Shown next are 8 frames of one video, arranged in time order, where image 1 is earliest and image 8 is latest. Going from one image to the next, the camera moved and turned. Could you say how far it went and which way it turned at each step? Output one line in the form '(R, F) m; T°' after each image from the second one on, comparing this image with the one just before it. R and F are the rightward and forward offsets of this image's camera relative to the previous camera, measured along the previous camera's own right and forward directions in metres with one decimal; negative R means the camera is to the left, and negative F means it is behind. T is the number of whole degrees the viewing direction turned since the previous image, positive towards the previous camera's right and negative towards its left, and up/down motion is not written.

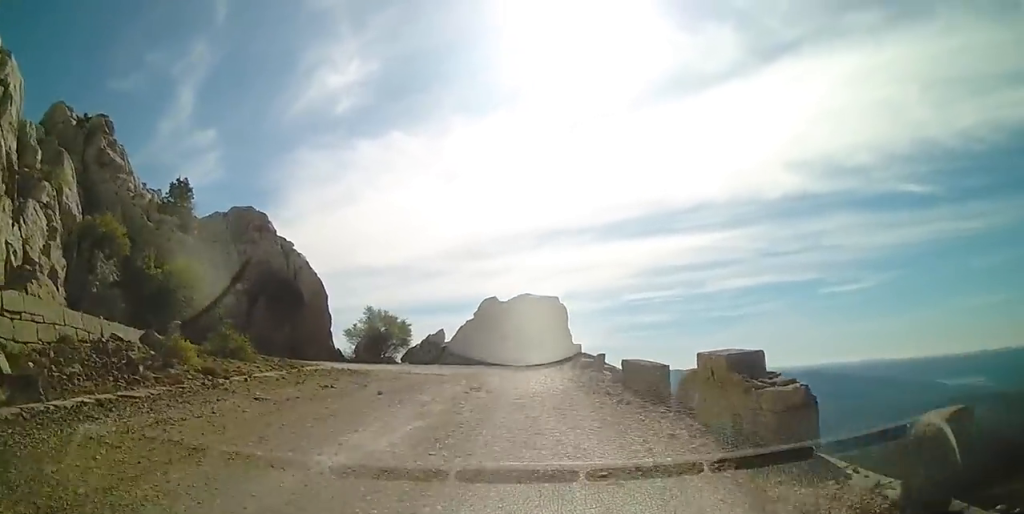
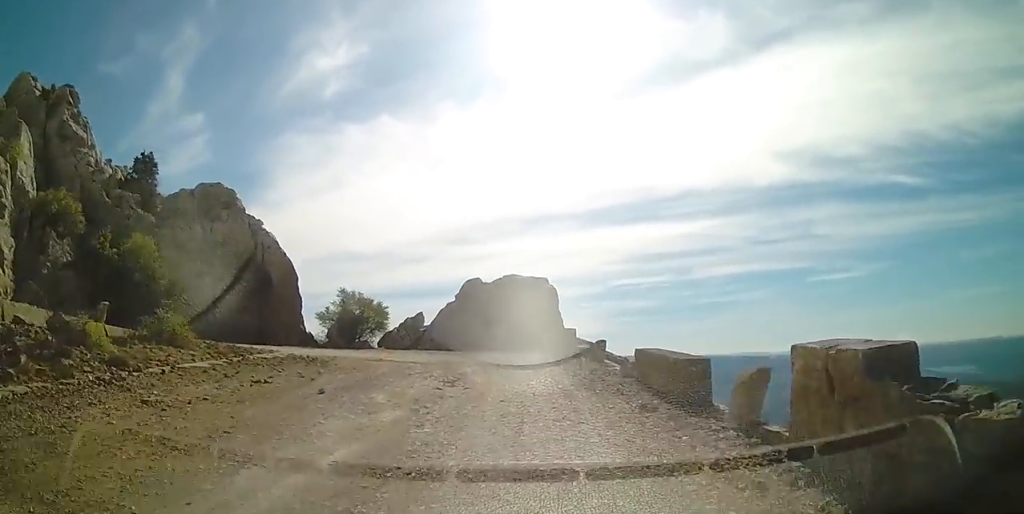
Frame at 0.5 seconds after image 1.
(0.0, +3.0) m; +3°
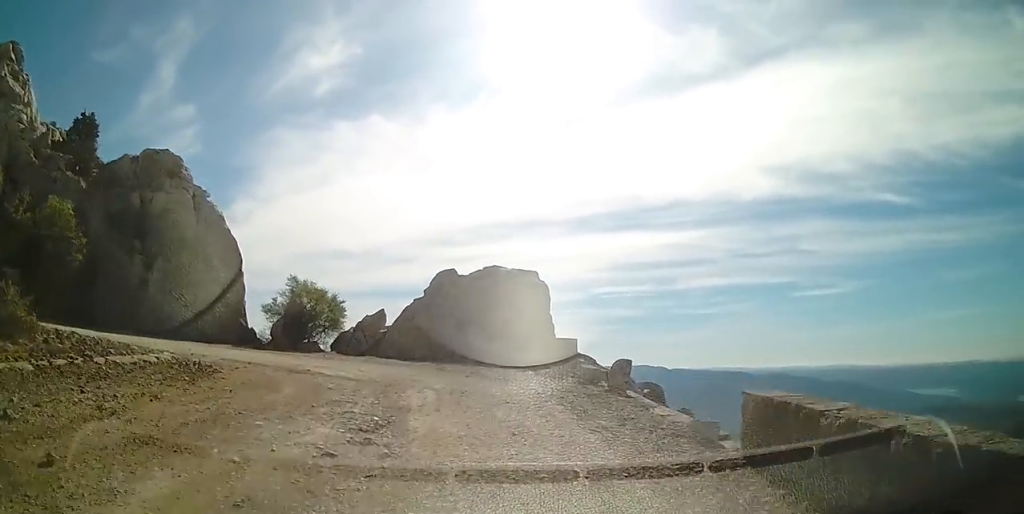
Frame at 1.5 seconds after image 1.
(+0.3, +5.5) m; +3°
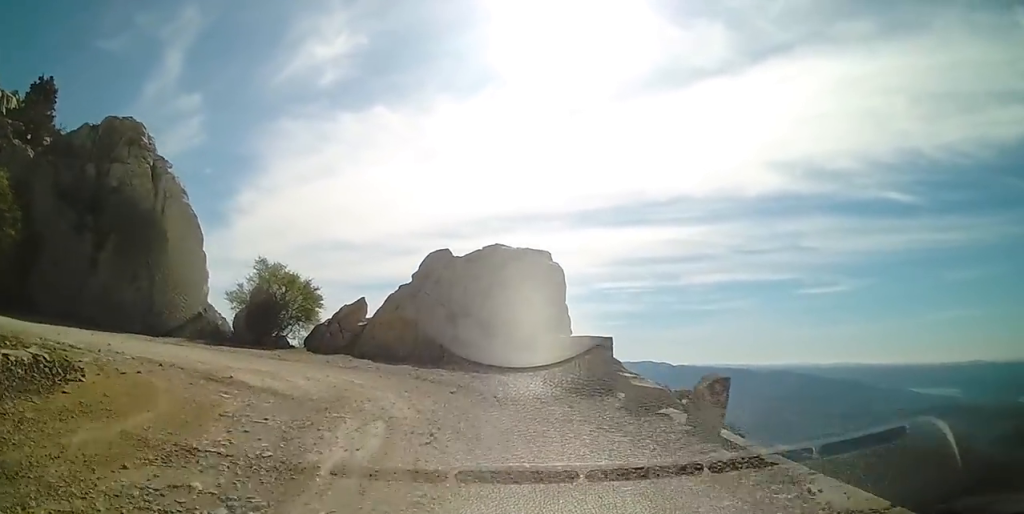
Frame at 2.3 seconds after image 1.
(0.0, +4.2) m; -4°
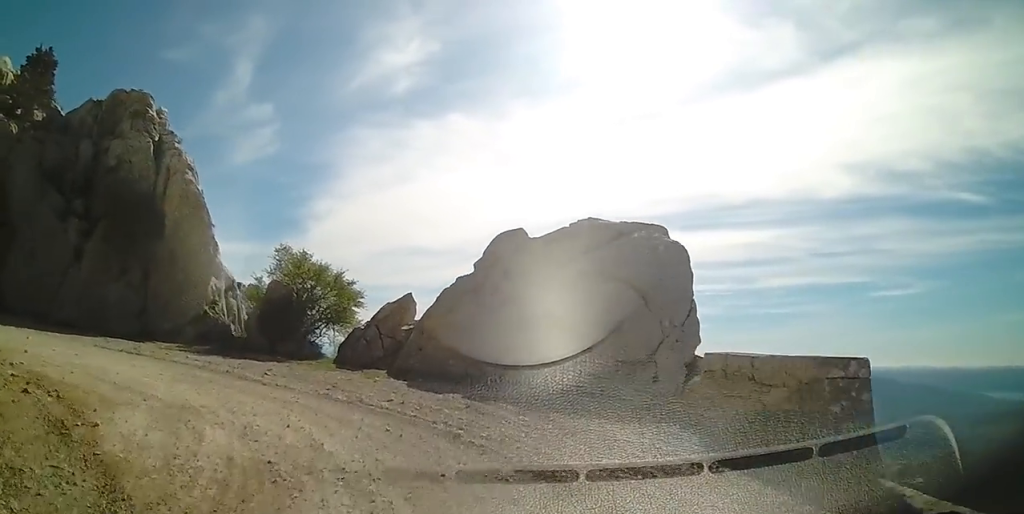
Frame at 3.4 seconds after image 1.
(-0.5, +5.5) m; -11°
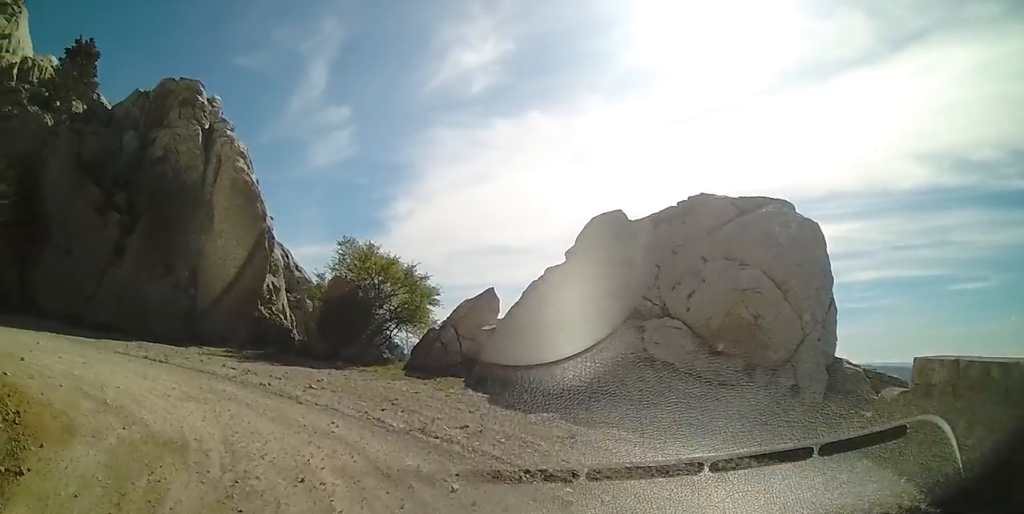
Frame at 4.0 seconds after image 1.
(-0.2, +2.4) m; -7°
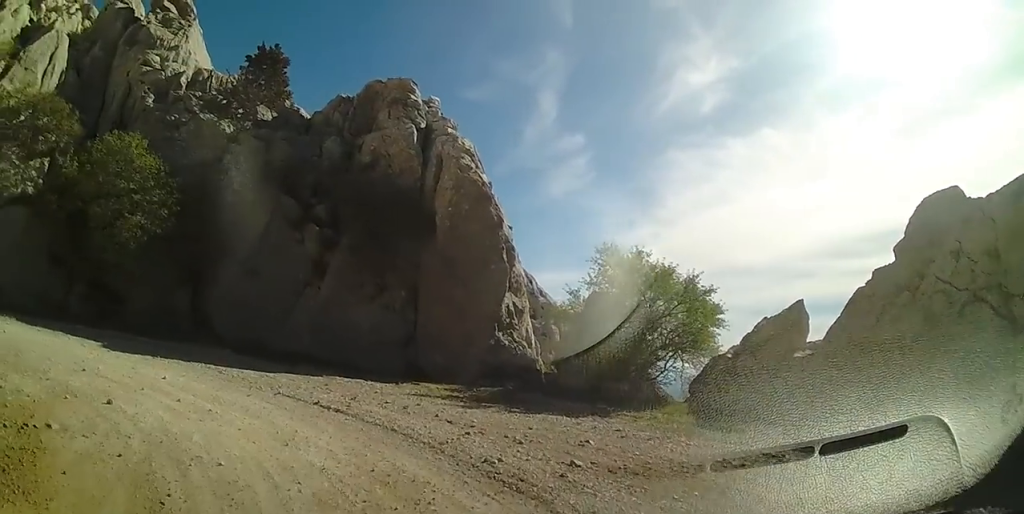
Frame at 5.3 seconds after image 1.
(-0.6, +4.3) m; -25°
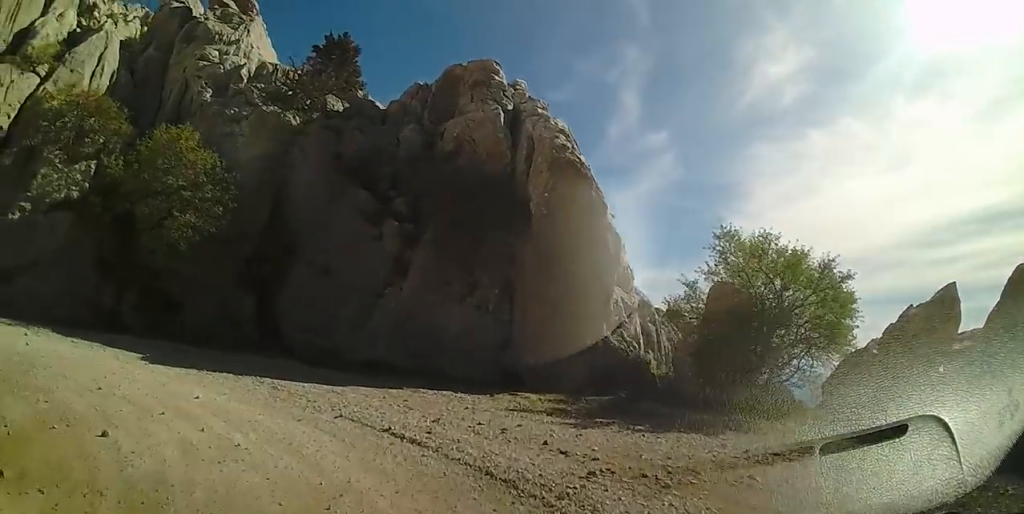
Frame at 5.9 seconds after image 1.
(-0.4, +1.8) m; -15°
